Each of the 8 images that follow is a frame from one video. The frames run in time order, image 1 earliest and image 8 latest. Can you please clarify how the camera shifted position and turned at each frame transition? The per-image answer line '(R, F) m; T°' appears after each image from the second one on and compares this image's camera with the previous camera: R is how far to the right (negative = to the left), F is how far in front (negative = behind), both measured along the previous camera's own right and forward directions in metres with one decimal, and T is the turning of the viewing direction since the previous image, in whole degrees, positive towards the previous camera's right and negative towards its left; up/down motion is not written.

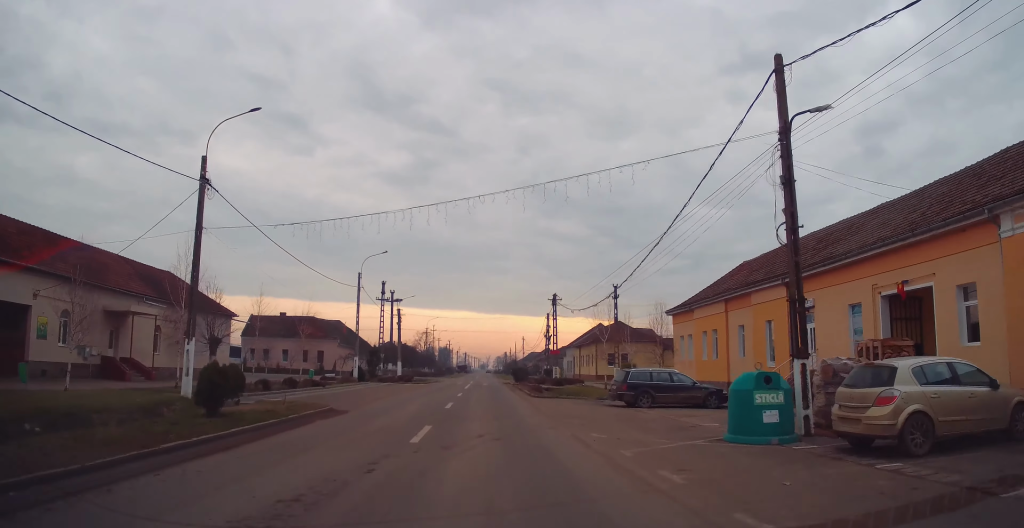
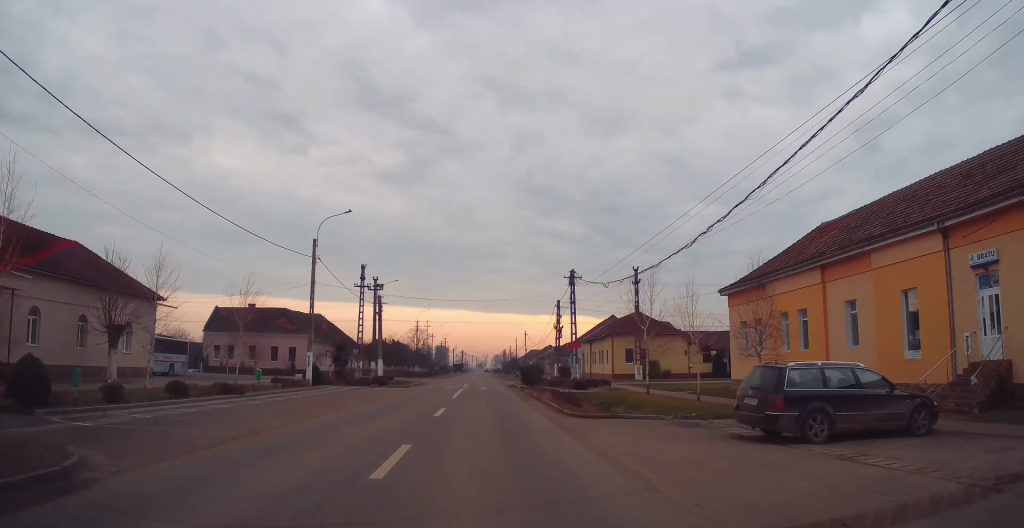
(-0.1, +12.9) m; -1°
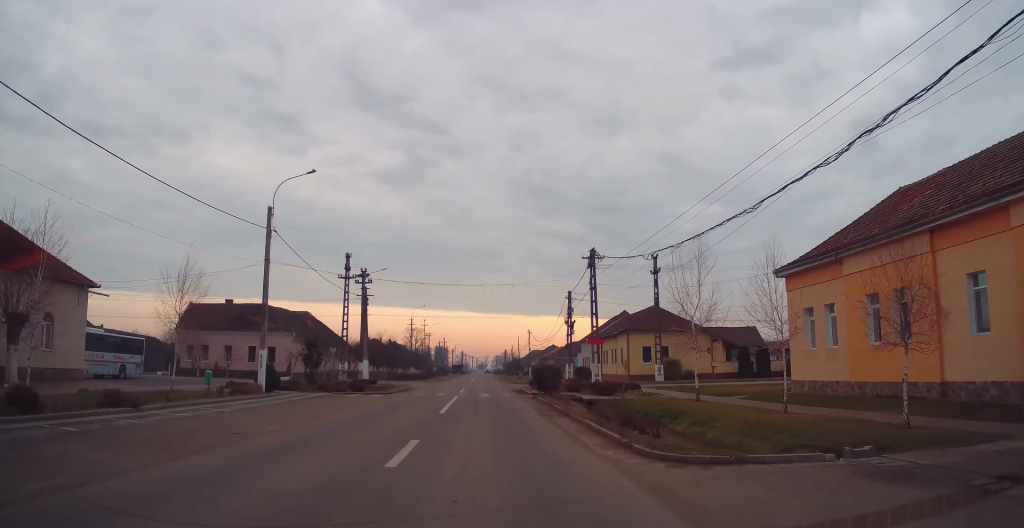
(-0.1, +8.2) m; 0°
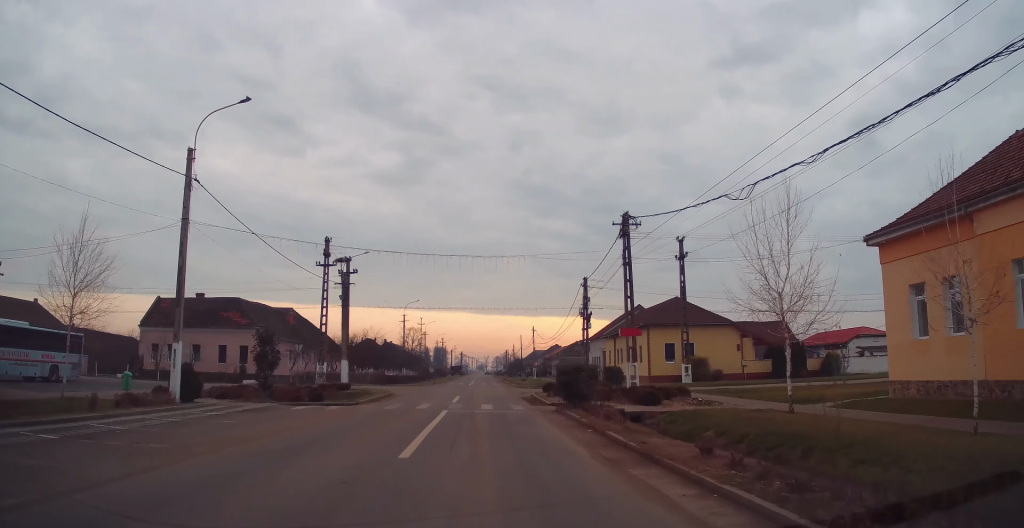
(-0.1, +8.5) m; +1°
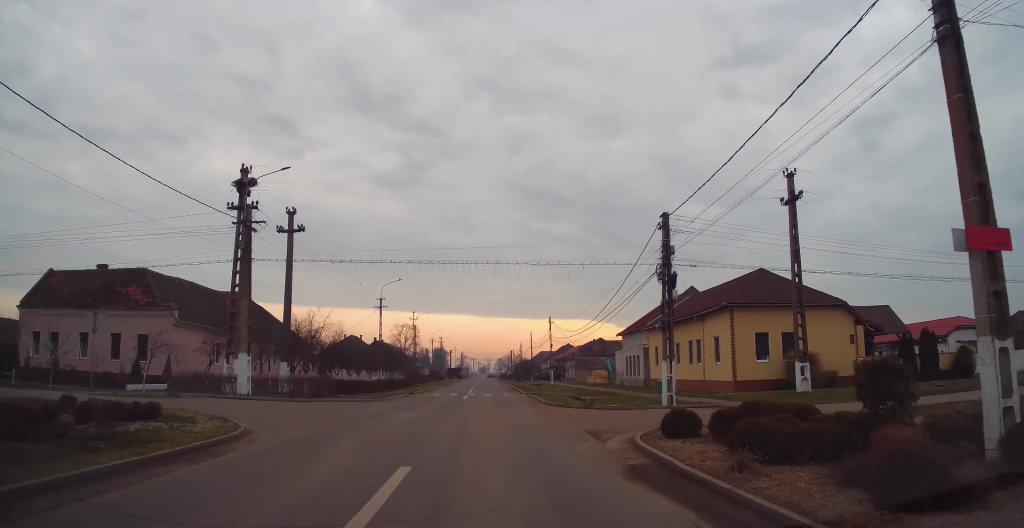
(+0.5, +19.9) m; +1°
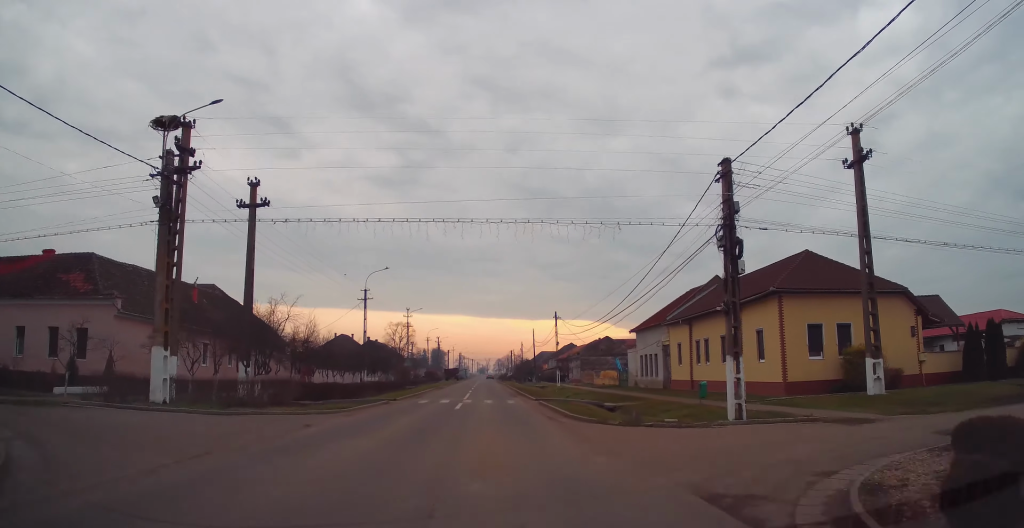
(0.0, +6.9) m; 0°
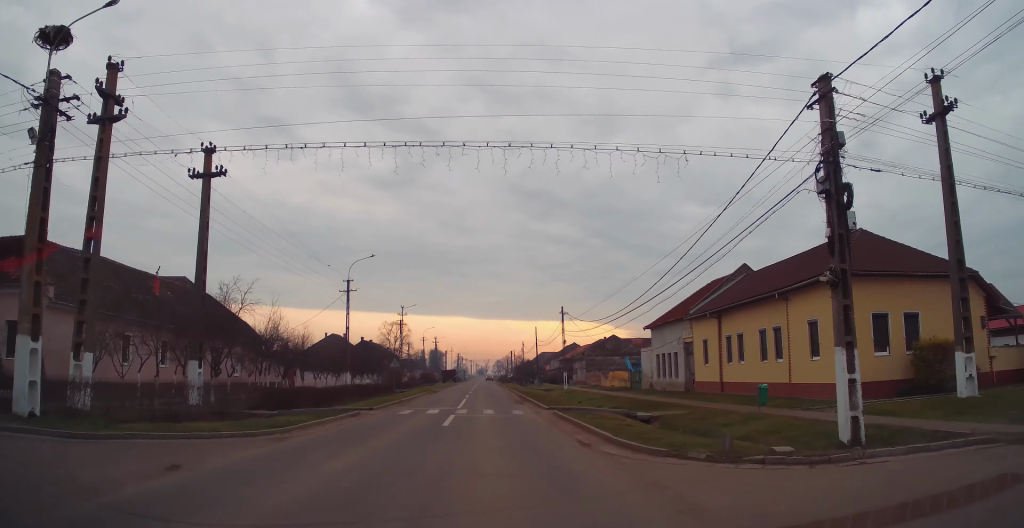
(0.0, +6.2) m; 0°
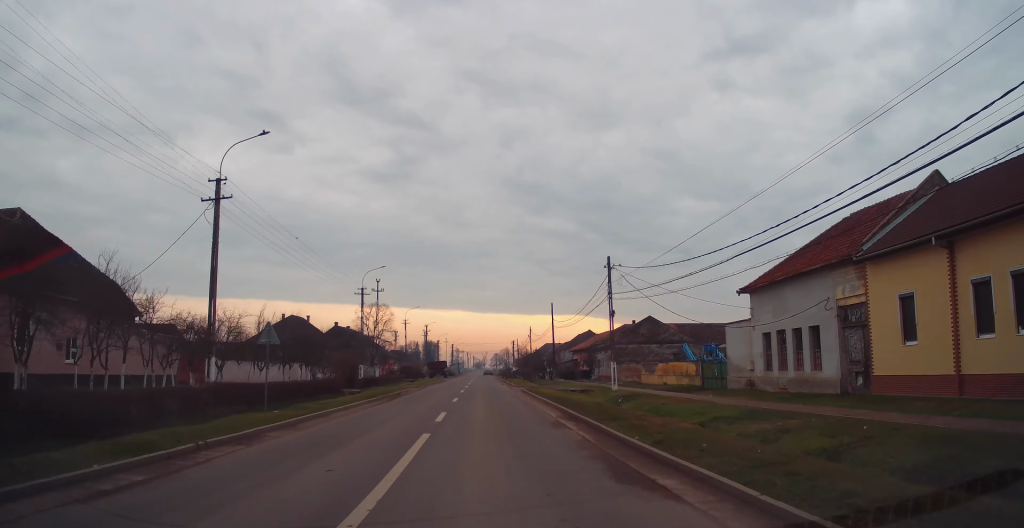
(-0.1, +22.3) m; 0°
